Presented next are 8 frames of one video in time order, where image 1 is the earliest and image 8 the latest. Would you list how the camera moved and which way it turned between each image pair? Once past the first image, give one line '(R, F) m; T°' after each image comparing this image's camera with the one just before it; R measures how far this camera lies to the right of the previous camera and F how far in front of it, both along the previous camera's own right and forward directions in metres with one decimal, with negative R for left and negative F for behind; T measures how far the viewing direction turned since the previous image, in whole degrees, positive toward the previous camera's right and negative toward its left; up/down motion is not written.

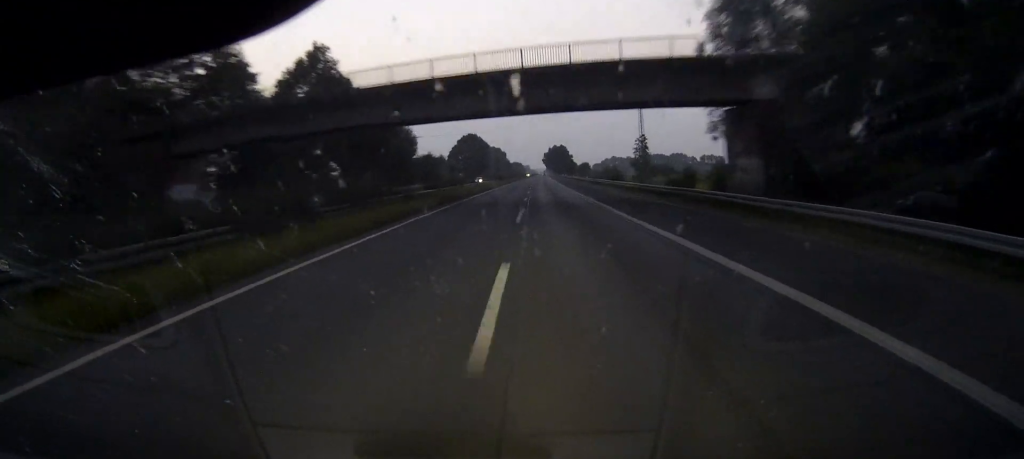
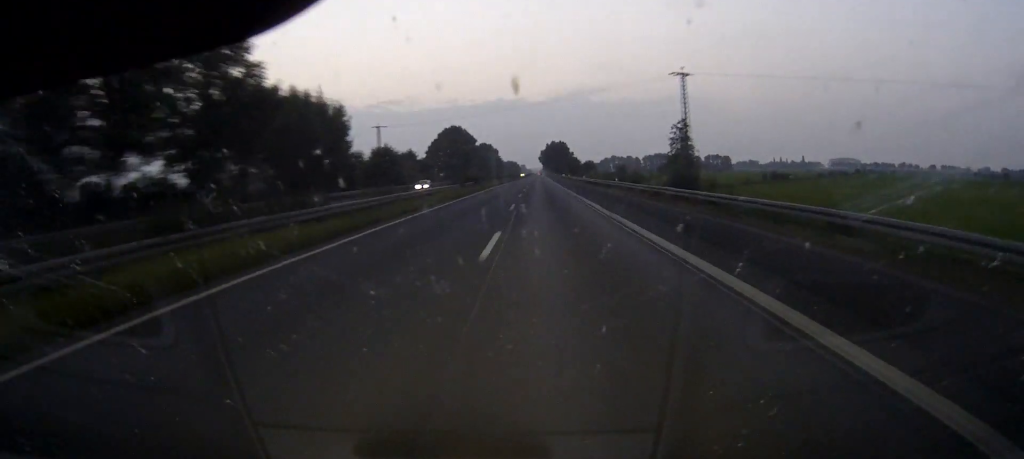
(+0.1, +46.6) m; 0°
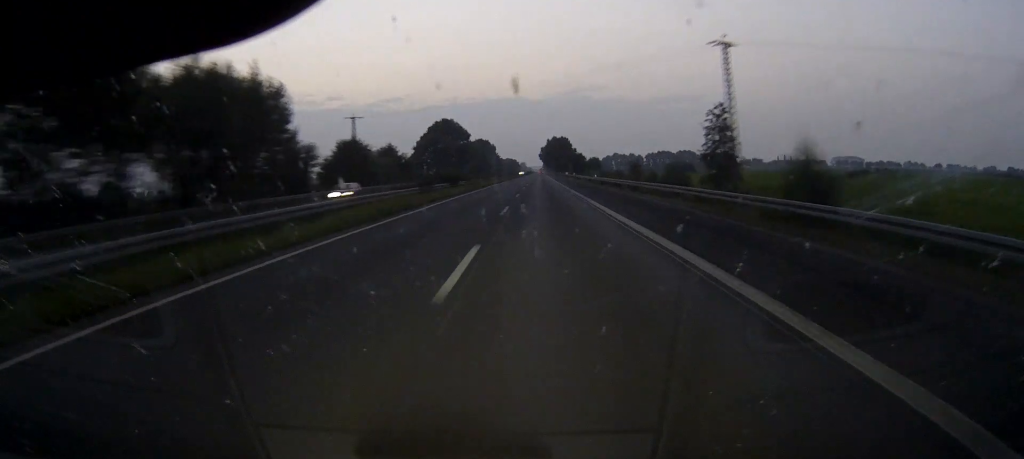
(0.0, +23.4) m; 0°
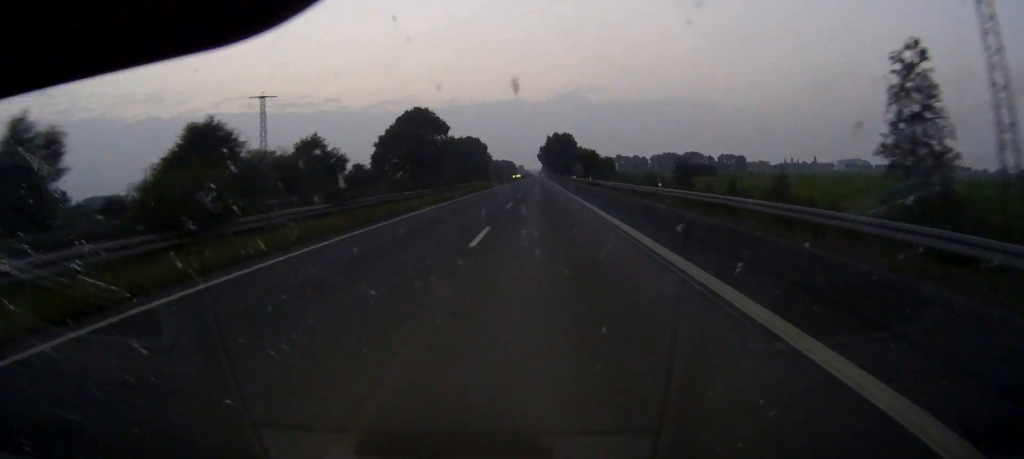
(0.0, +48.6) m; 0°
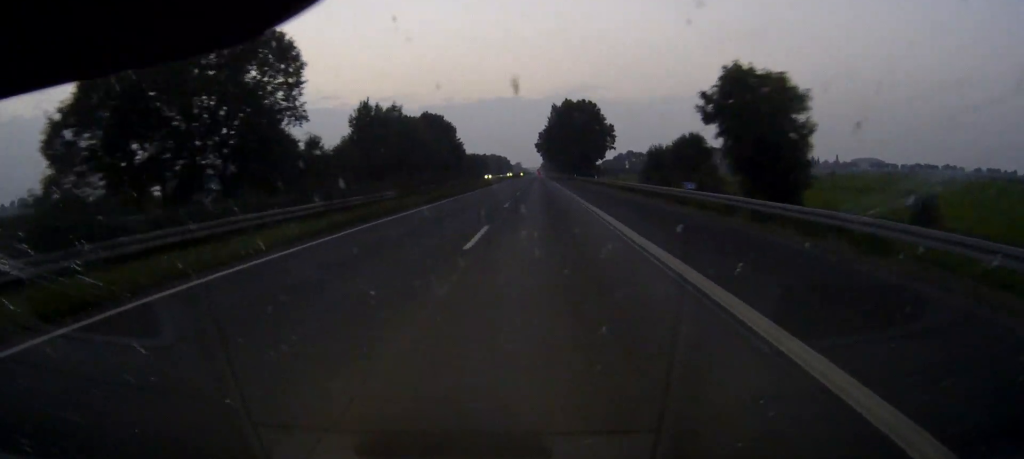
(+0.2, +111.8) m; 0°
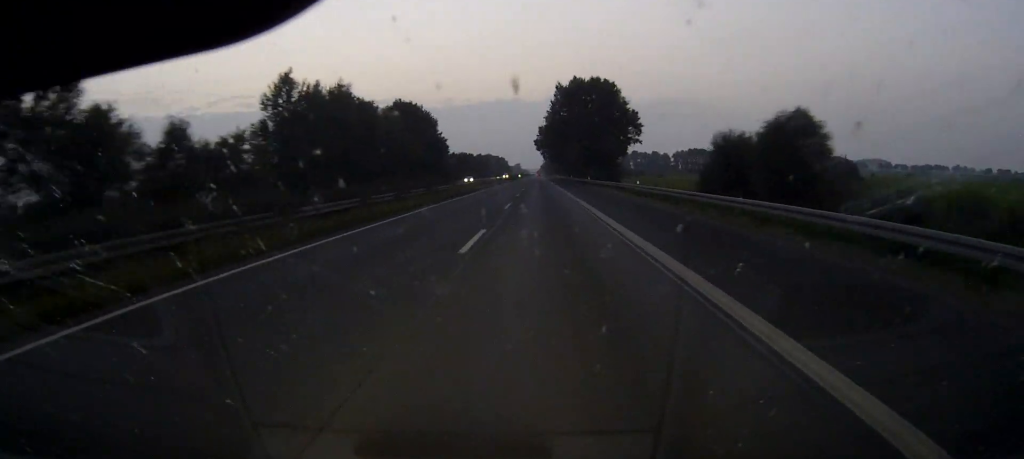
(0.0, +36.2) m; 0°
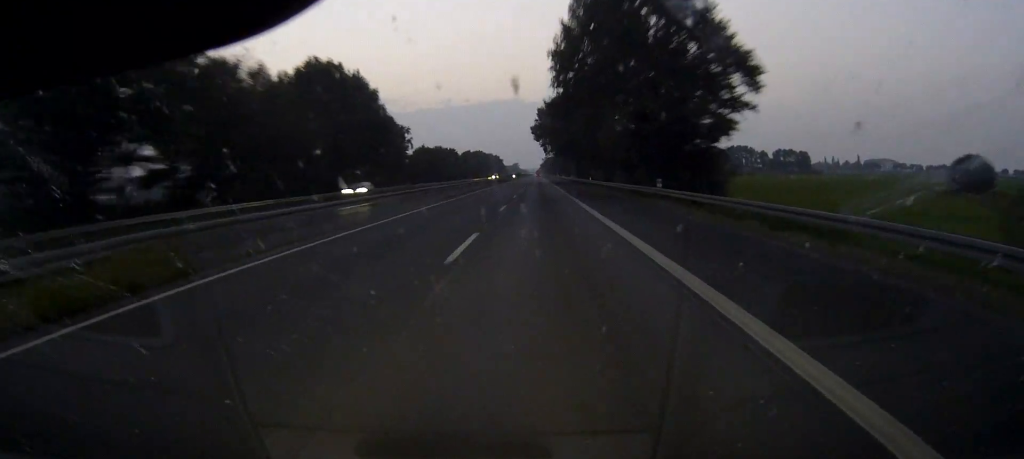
(0.0, +58.0) m; 0°
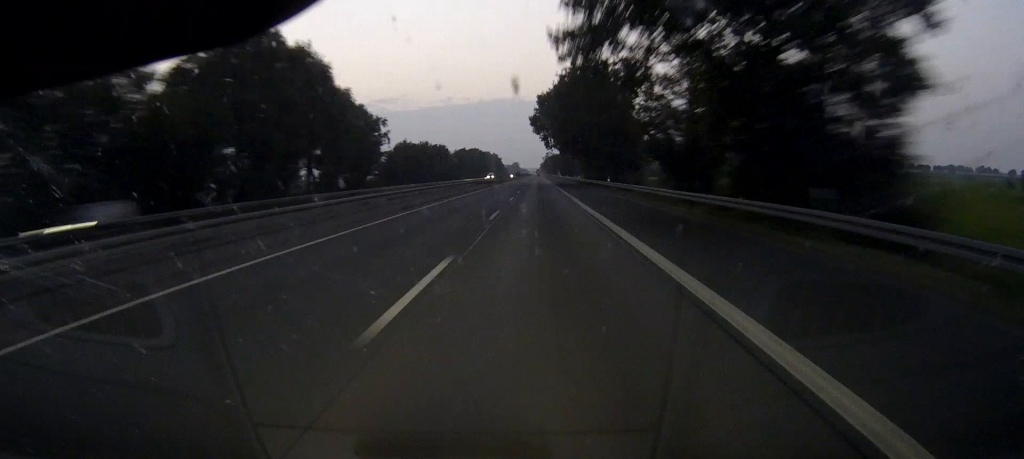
(0.0, +23.5) m; 0°
